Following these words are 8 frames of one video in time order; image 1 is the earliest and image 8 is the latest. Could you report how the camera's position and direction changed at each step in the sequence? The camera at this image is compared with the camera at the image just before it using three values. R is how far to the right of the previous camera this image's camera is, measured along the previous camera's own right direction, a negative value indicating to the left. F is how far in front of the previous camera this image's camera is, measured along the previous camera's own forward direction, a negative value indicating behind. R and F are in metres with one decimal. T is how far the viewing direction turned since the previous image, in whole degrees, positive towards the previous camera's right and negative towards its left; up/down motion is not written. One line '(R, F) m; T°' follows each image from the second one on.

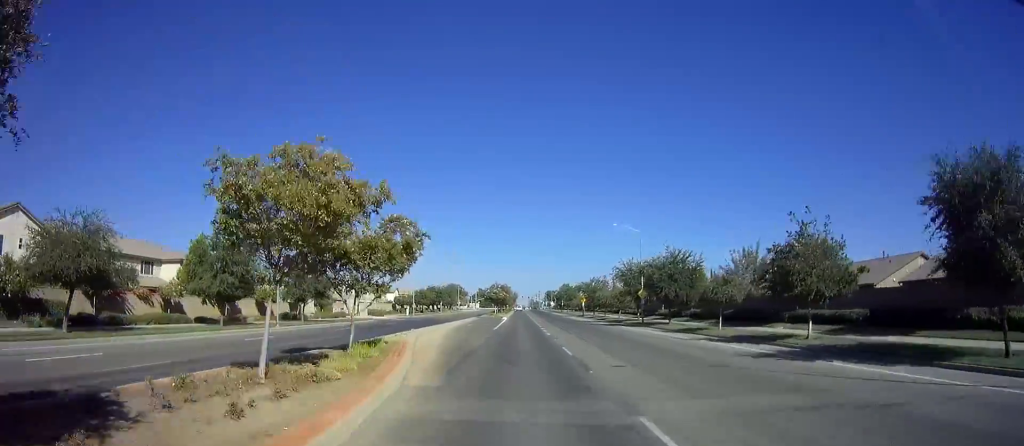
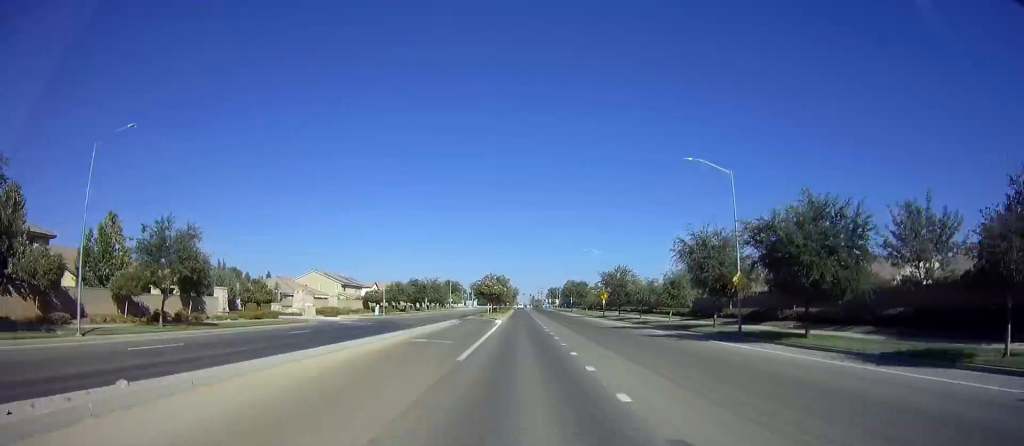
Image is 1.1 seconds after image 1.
(0.0, +24.1) m; 0°
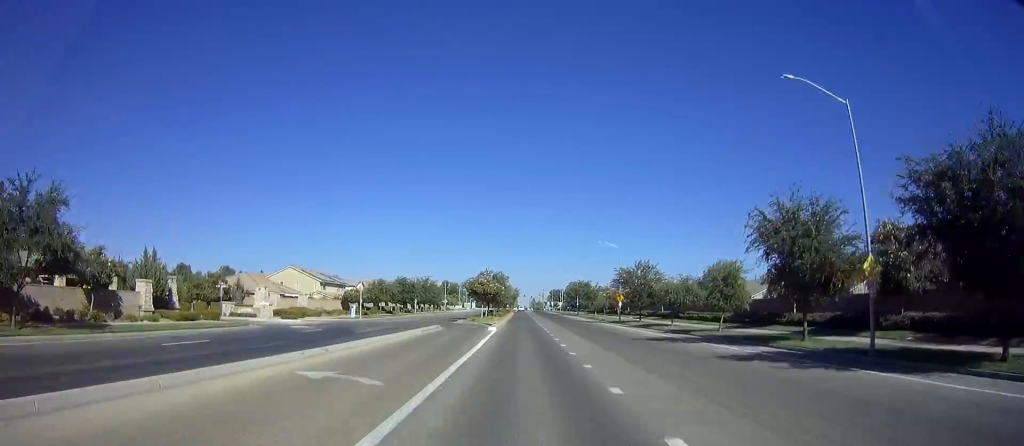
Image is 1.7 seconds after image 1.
(0.0, +12.5) m; 0°
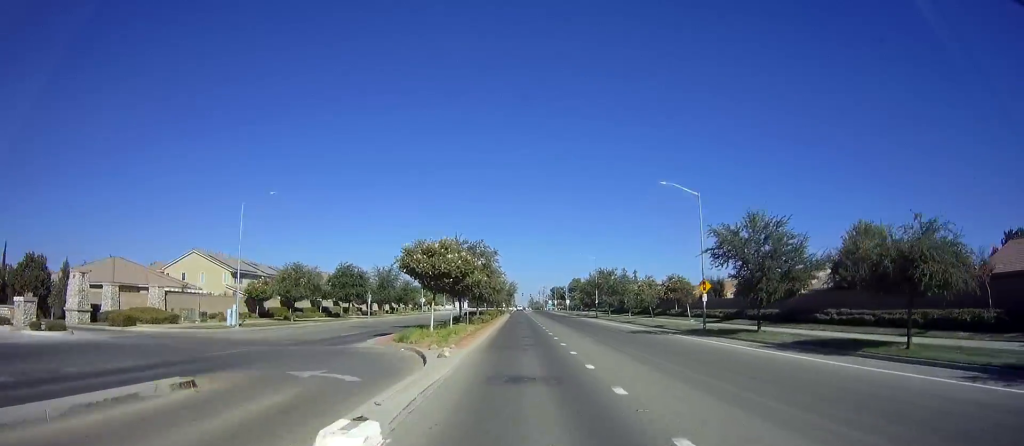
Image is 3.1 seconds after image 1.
(0.0, +31.6) m; 0°
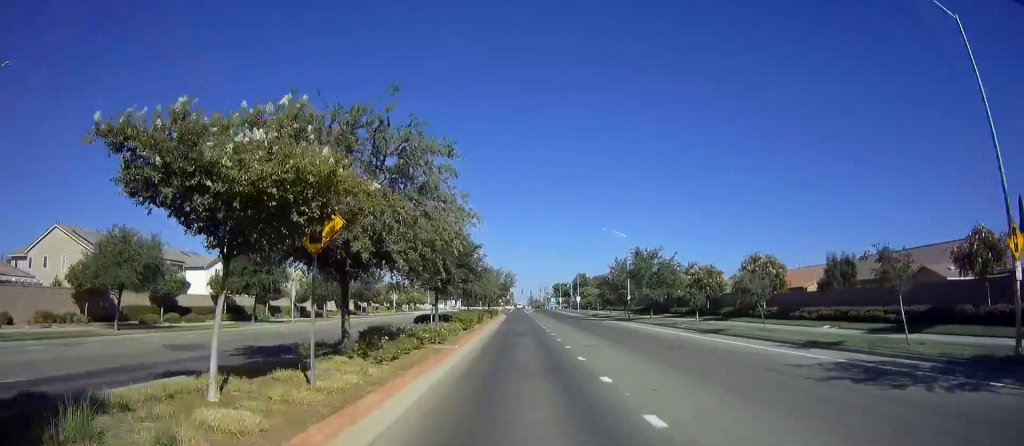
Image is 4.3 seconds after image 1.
(0.0, +25.5) m; 0°
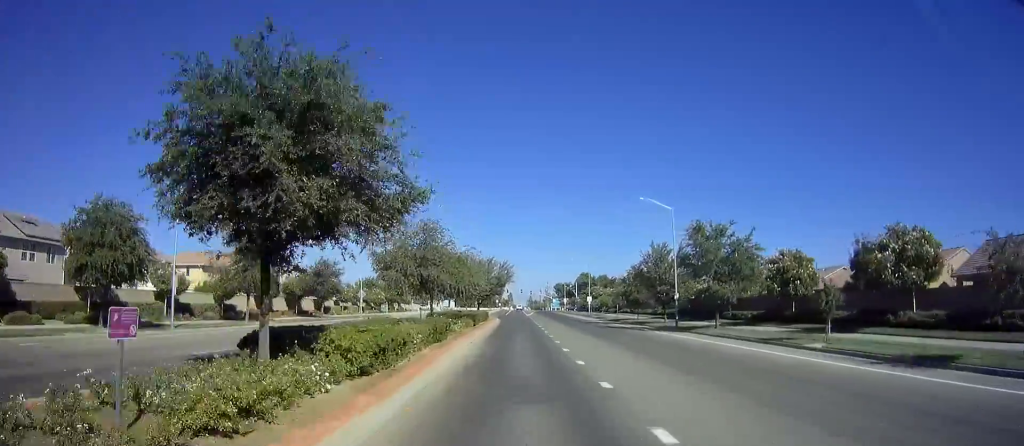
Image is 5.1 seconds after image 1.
(0.0, +18.6) m; 0°
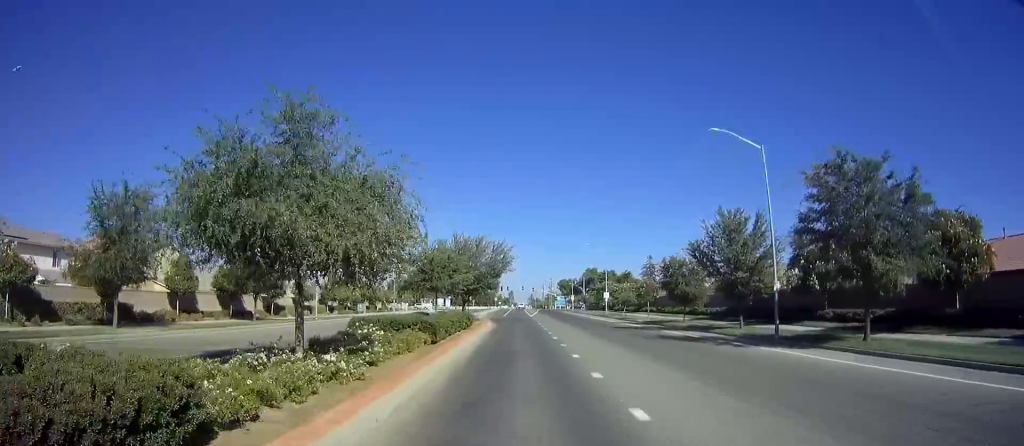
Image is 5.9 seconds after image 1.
(0.0, +16.8) m; 0°
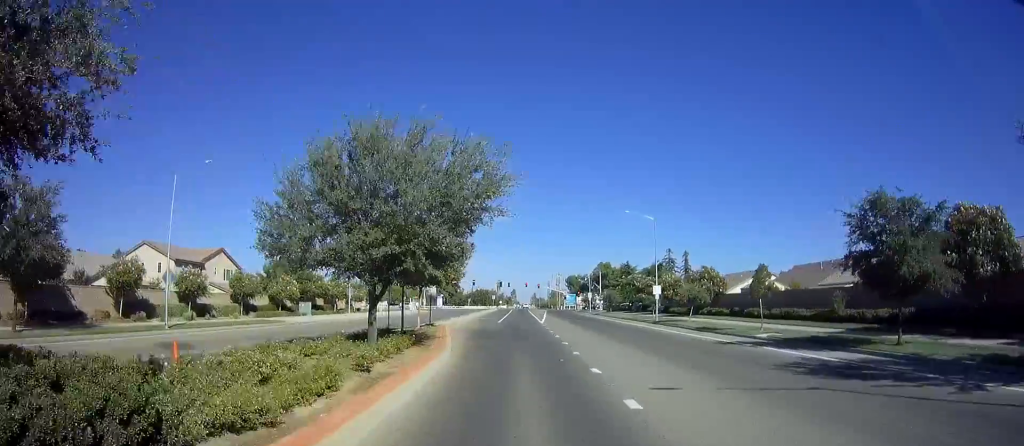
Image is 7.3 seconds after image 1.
(-0.1, +26.3) m; -1°
